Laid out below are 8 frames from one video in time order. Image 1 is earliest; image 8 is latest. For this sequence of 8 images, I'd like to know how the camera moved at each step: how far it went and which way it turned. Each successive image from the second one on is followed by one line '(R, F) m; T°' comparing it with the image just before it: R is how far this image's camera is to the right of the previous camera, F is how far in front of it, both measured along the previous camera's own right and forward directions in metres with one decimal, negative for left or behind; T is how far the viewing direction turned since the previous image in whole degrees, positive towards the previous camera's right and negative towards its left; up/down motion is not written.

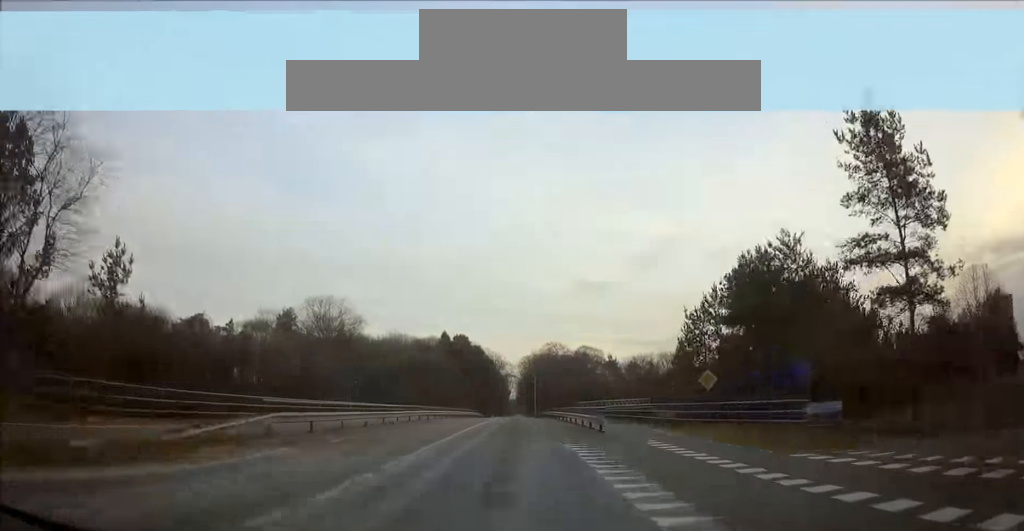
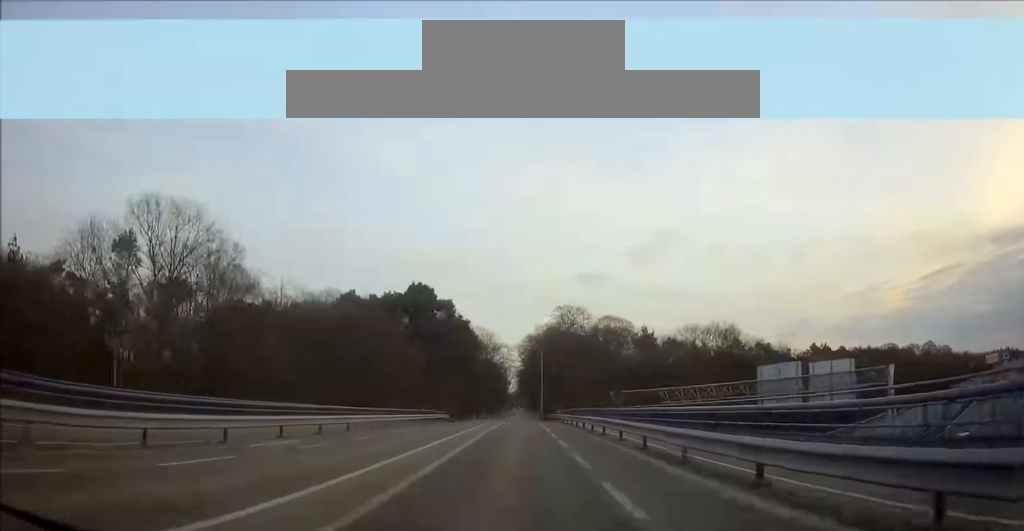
(-0.4, +50.8) m; -1°
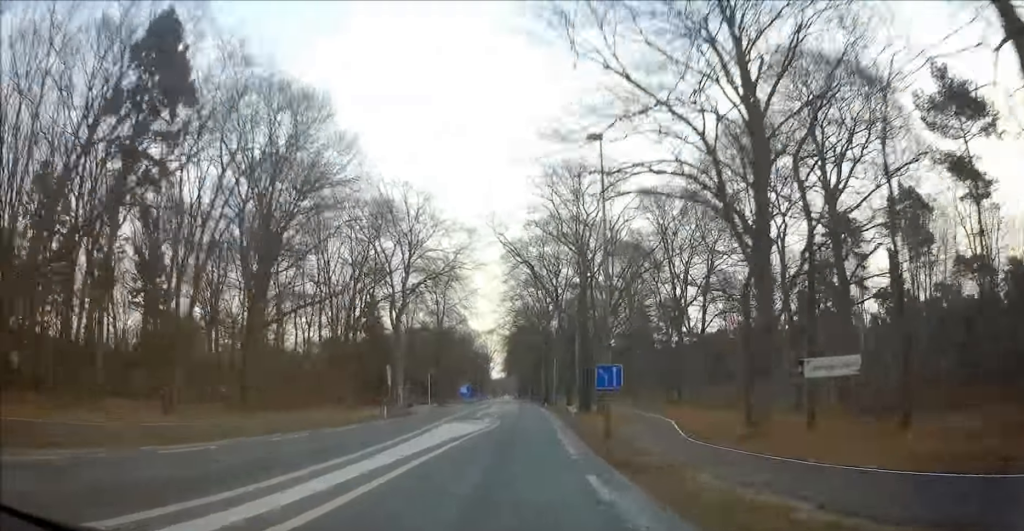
(-0.2, +101.0) m; 0°
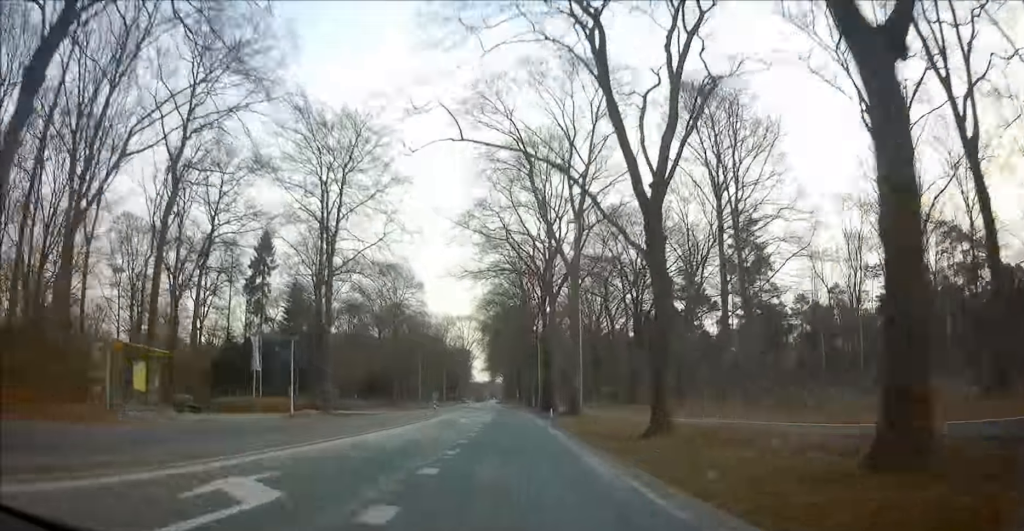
(+0.2, +49.6) m; -1°
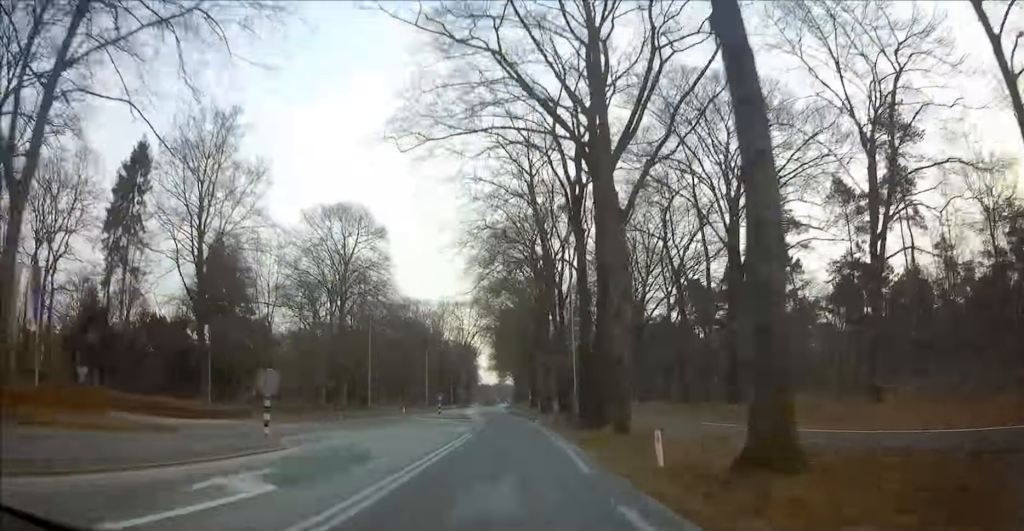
(+0.1, +31.9) m; -1°
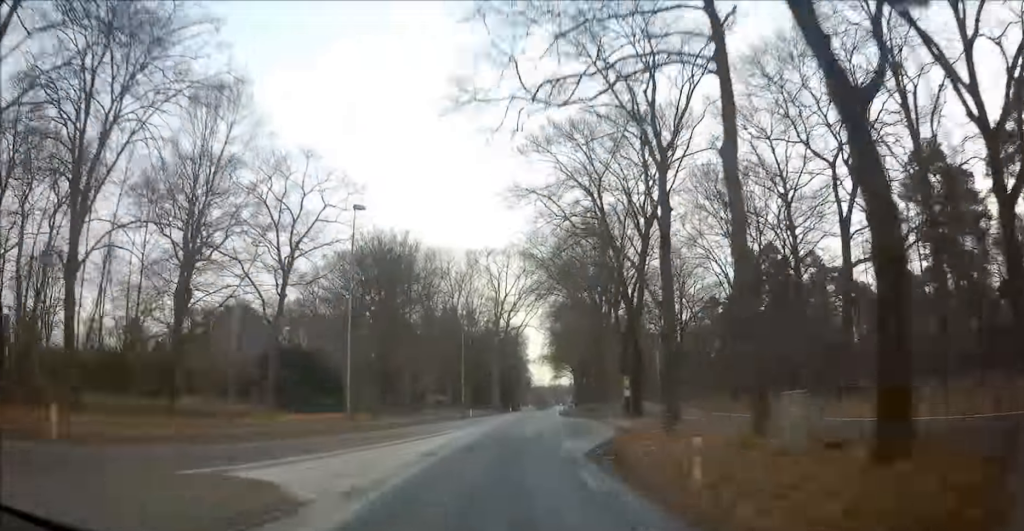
(-1.7, +52.4) m; -2°
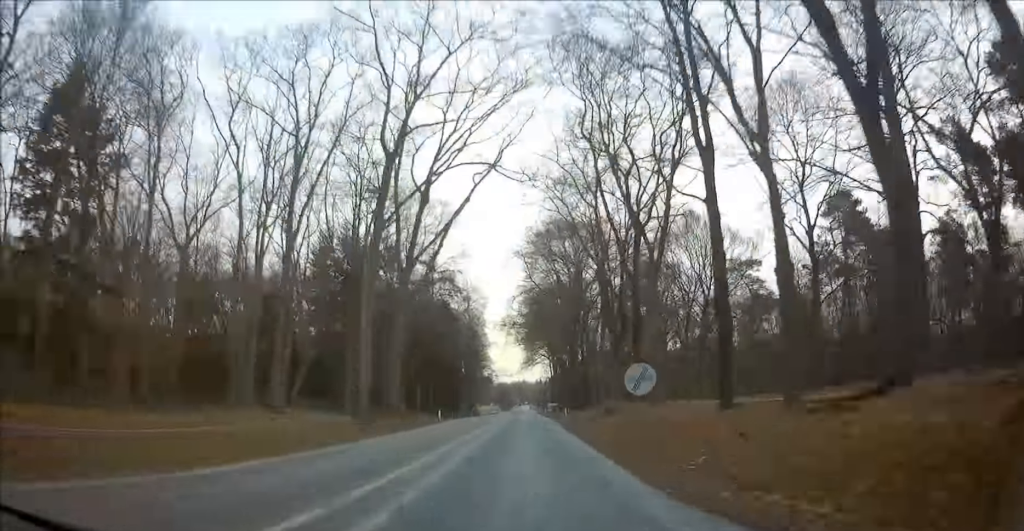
(+0.1, +60.1) m; +1°
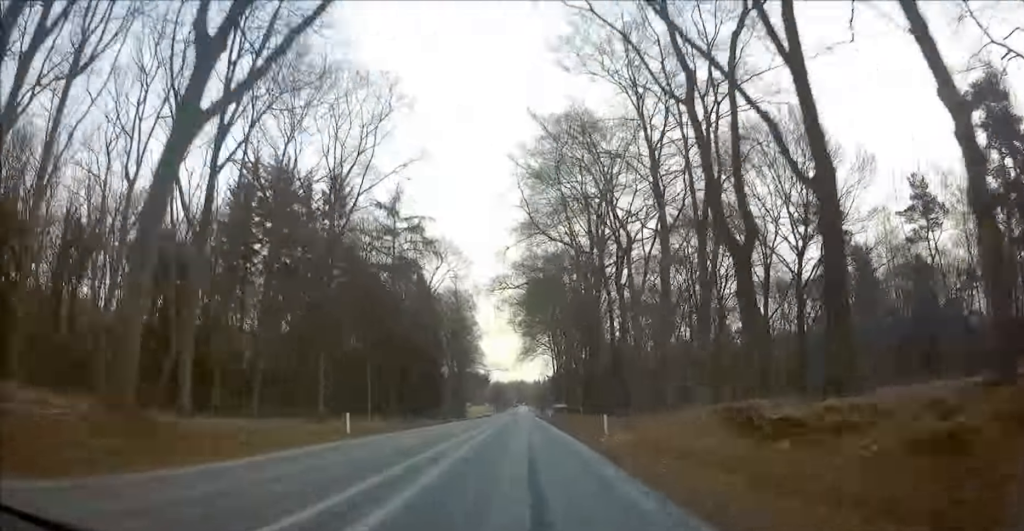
(+0.3, +25.2) m; +1°
